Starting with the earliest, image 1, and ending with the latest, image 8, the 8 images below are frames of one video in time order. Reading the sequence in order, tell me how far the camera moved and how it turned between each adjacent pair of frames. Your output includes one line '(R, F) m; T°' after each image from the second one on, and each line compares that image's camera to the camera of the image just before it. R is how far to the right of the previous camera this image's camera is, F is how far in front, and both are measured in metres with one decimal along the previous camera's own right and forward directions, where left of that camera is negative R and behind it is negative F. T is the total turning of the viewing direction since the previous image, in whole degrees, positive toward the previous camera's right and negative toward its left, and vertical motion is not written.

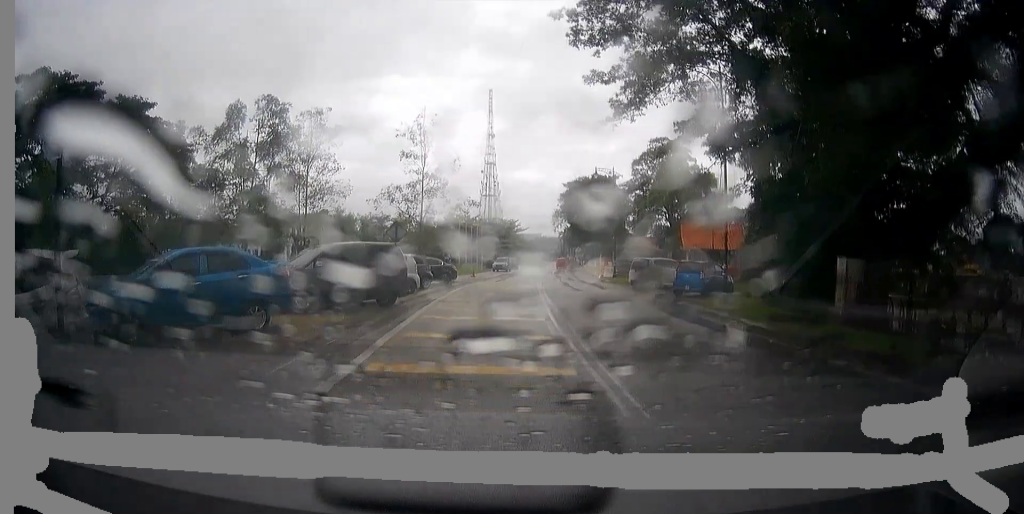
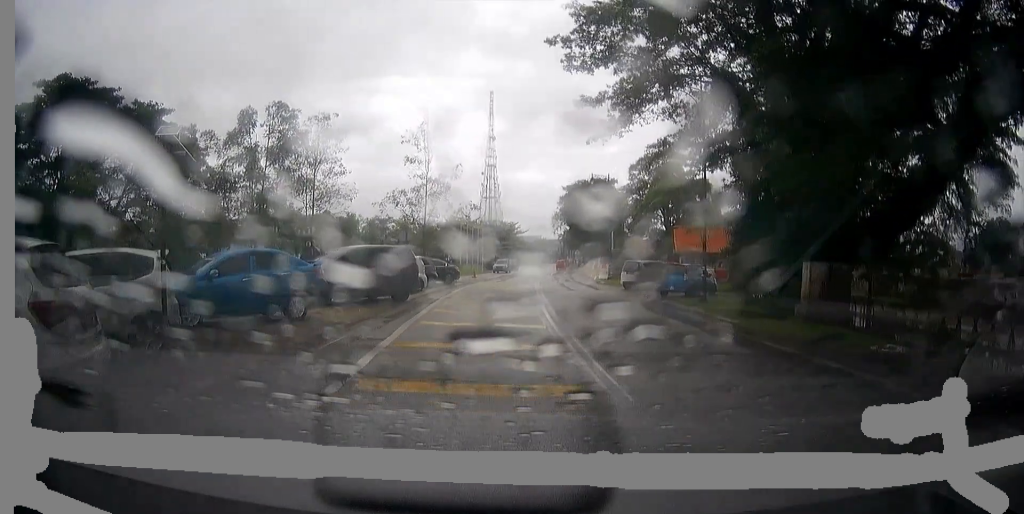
(-0.1, +2.2) m; 0°
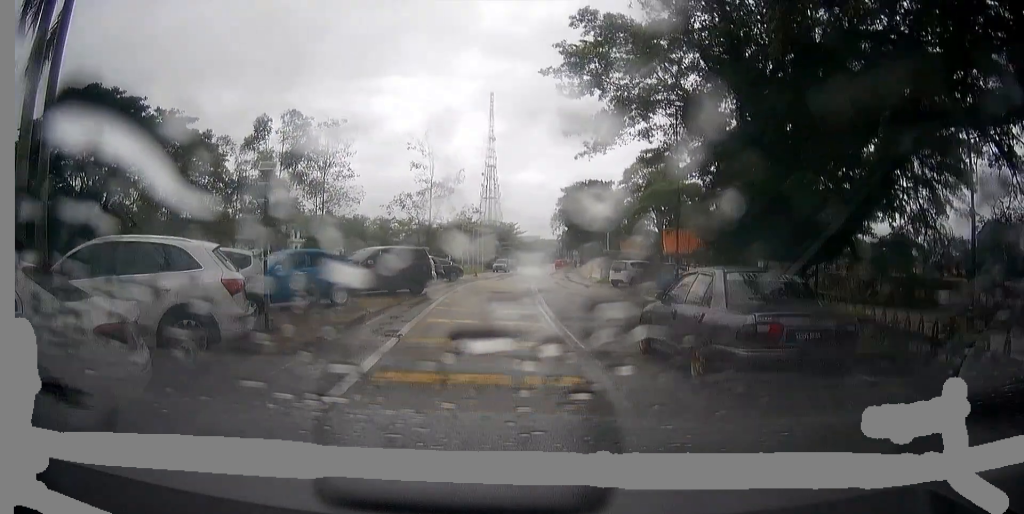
(0.0, +3.6) m; 0°
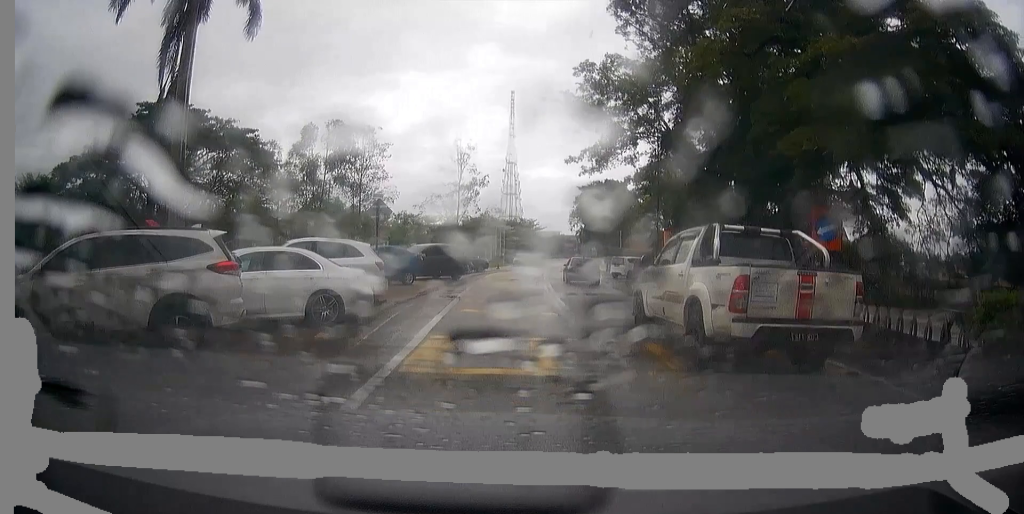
(0.0, +6.4) m; +1°
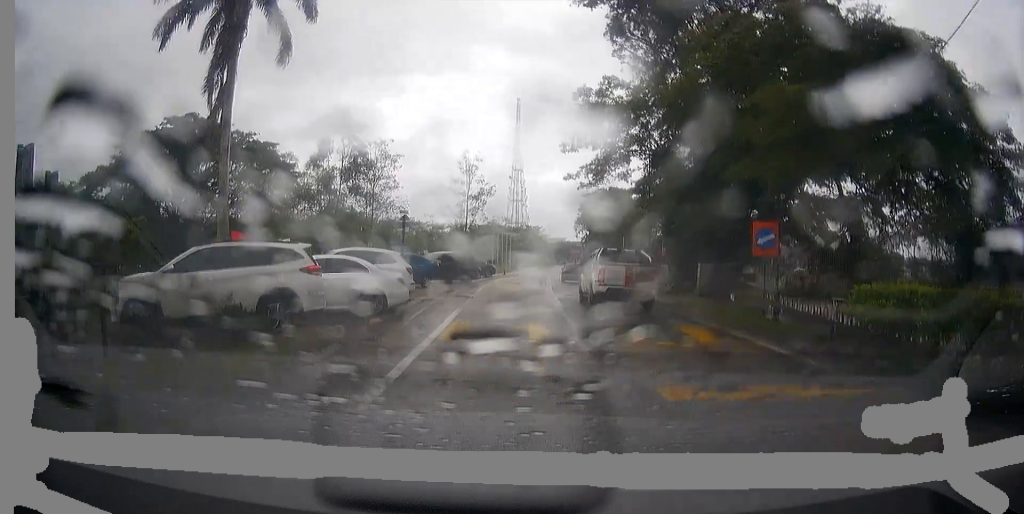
(+0.1, +3.3) m; +2°
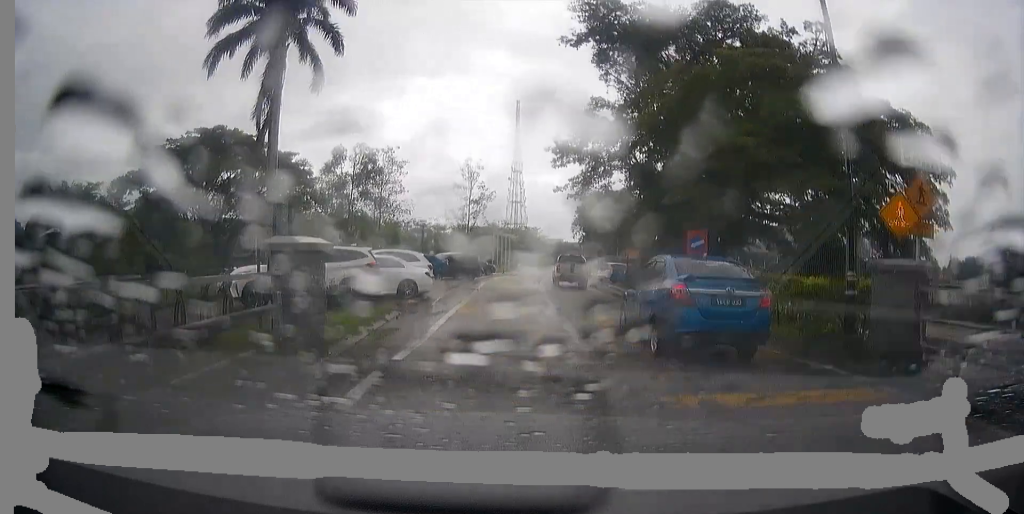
(+0.1, +4.9) m; 0°
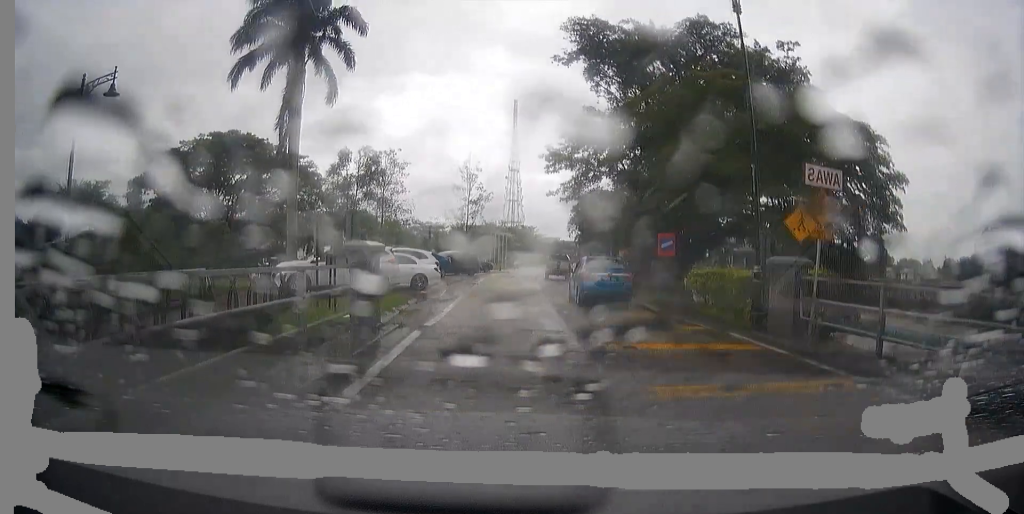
(0.0, +3.3) m; -1°
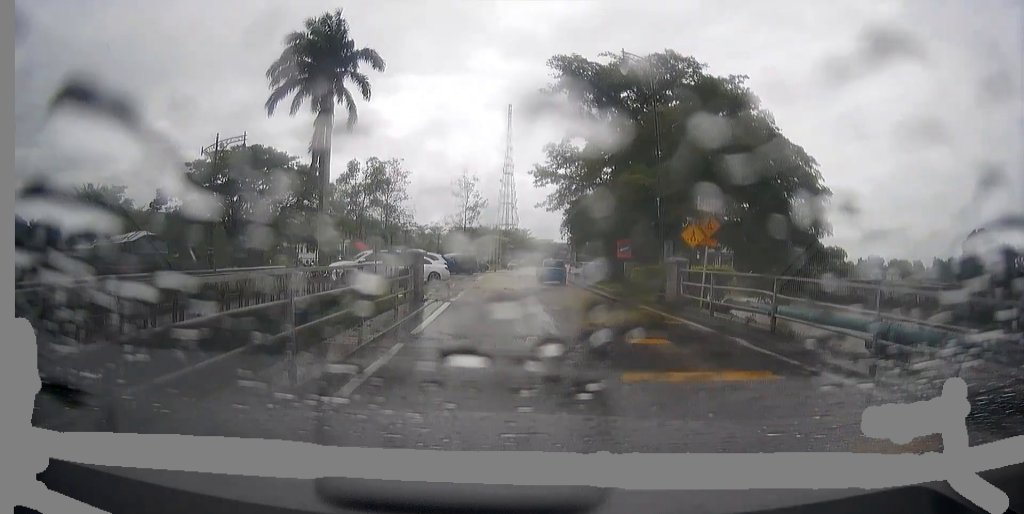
(-0.1, +6.7) m; -1°
